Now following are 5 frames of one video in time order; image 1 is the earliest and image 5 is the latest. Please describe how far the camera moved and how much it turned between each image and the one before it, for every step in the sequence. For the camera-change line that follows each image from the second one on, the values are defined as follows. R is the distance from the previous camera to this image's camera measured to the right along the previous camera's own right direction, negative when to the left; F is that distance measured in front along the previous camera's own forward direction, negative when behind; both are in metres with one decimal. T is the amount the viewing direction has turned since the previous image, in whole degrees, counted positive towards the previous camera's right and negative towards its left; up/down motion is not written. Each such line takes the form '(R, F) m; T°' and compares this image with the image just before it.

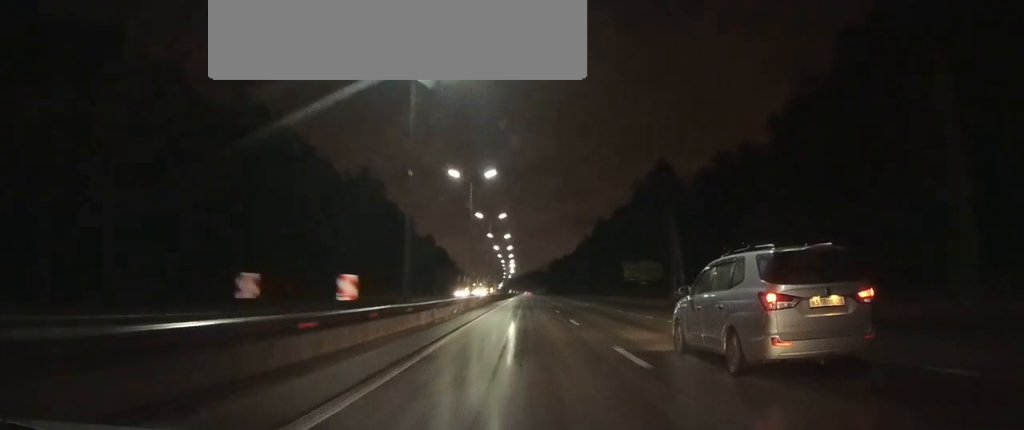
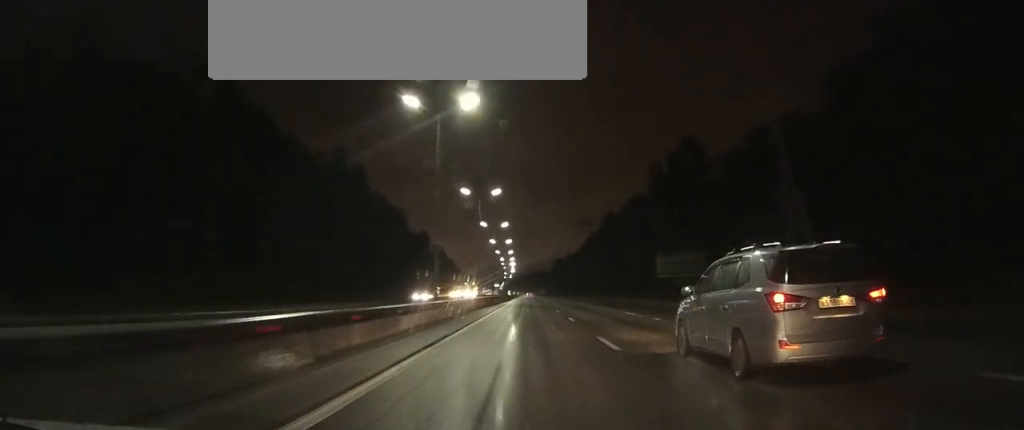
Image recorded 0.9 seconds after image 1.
(0.0, +21.7) m; 0°
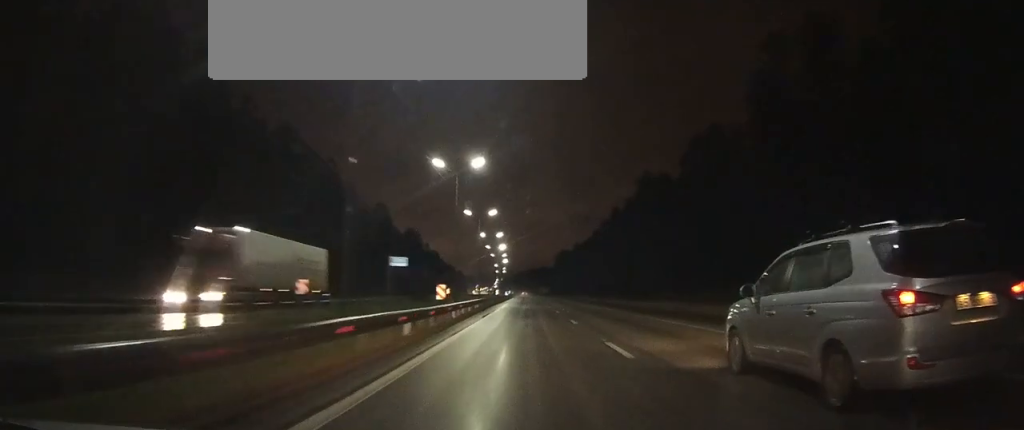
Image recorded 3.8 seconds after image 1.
(+0.1, +68.3) m; 0°
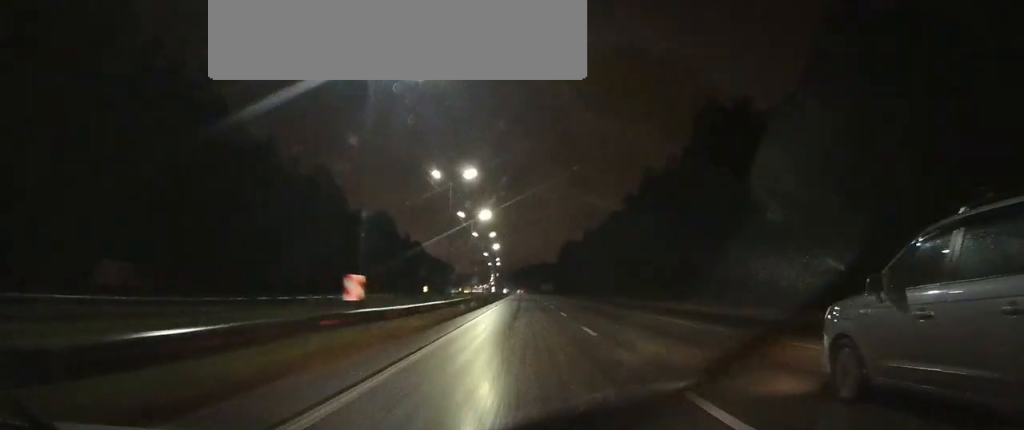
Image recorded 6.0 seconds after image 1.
(-0.1, +48.9) m; 0°
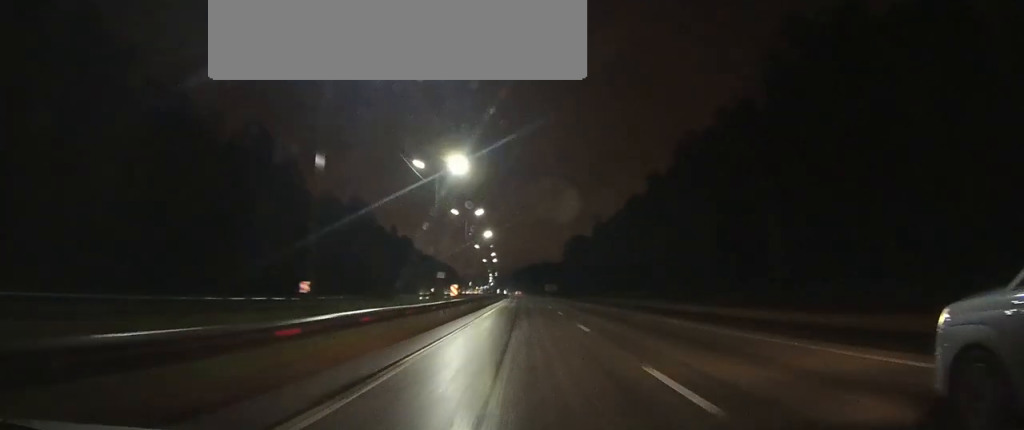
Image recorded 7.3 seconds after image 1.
(0.0, +37.3) m; 0°
